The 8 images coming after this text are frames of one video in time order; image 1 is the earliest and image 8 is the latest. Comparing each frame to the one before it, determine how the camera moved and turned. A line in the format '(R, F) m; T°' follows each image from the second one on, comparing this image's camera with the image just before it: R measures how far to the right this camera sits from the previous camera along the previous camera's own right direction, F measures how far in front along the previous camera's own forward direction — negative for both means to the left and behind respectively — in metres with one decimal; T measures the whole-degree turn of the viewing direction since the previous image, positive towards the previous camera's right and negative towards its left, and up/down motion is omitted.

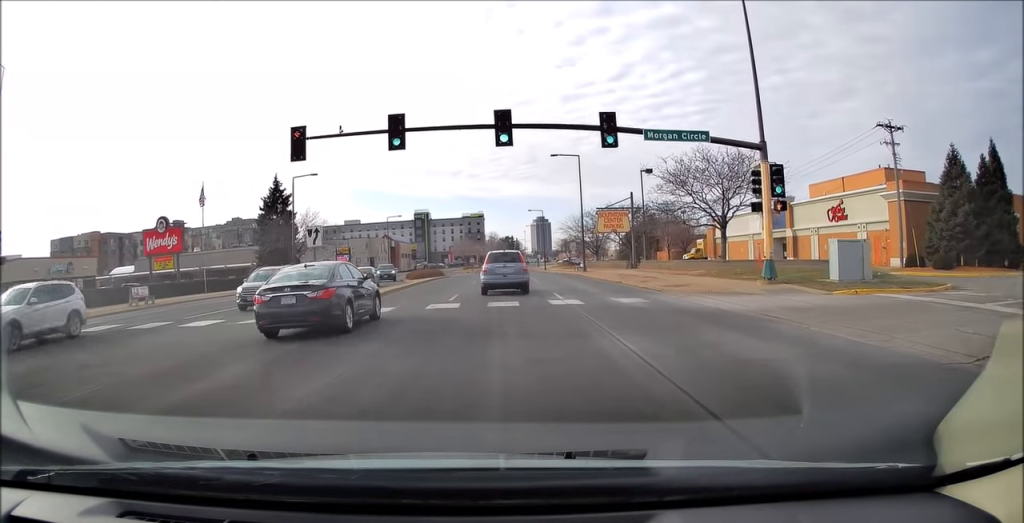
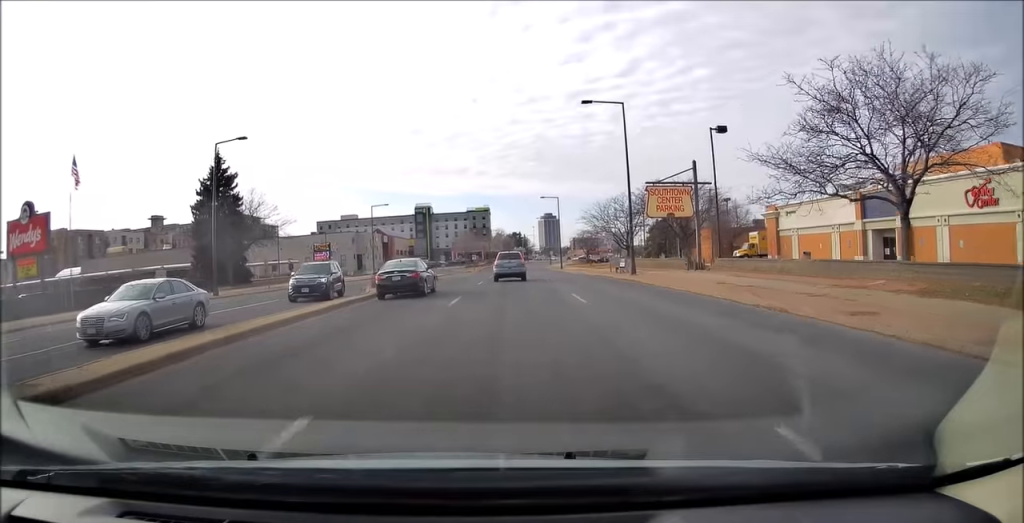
(-0.5, +18.4) m; -4°
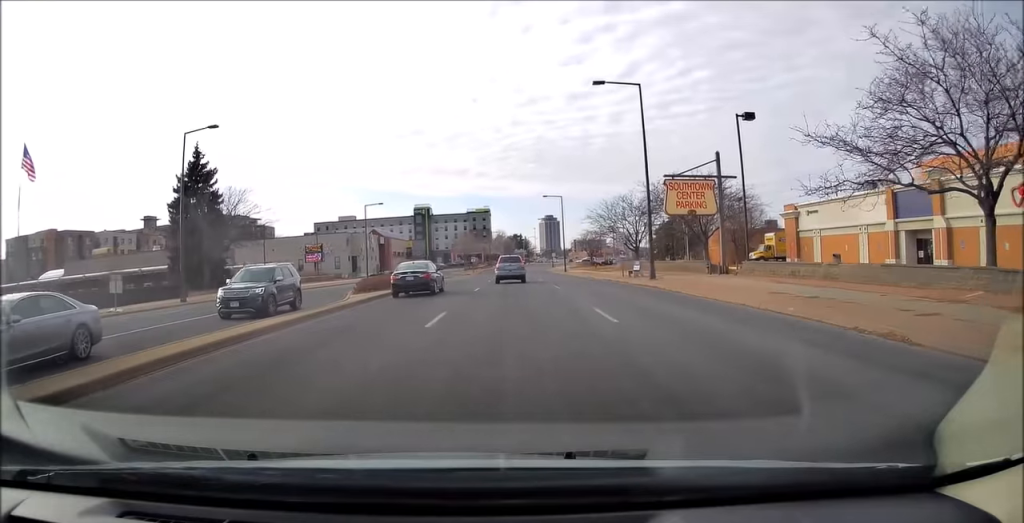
(0.0, +4.7) m; 0°
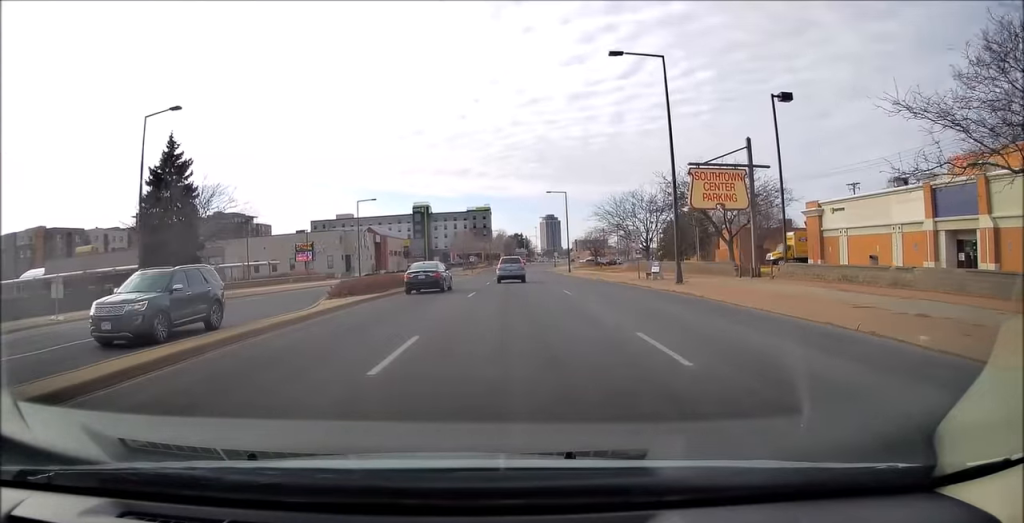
(0.0, +5.1) m; 0°
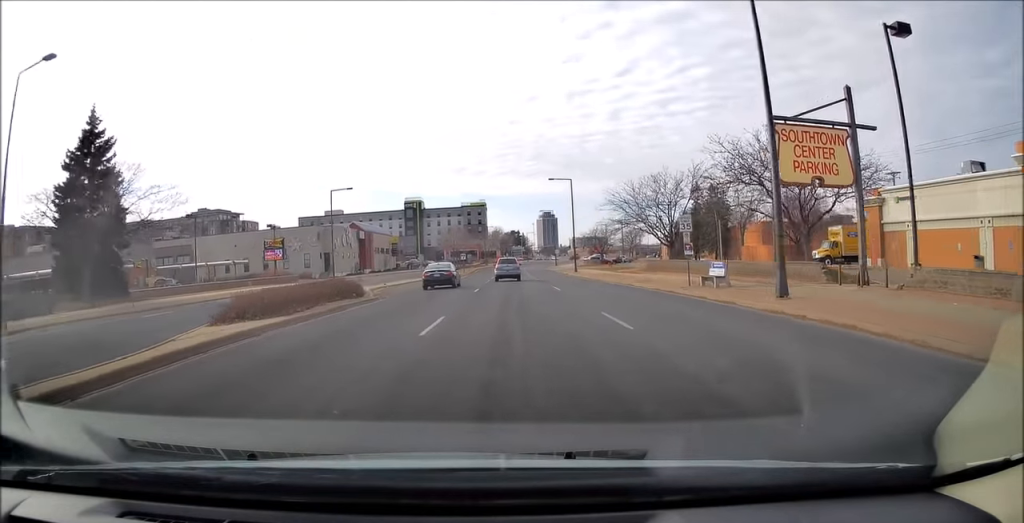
(0.0, +11.3) m; 0°
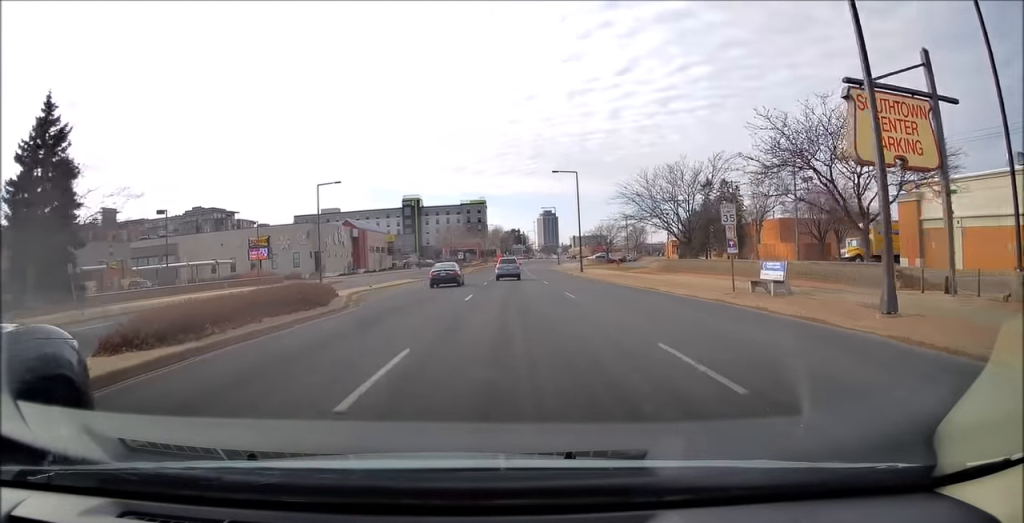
(0.0, +5.4) m; 0°
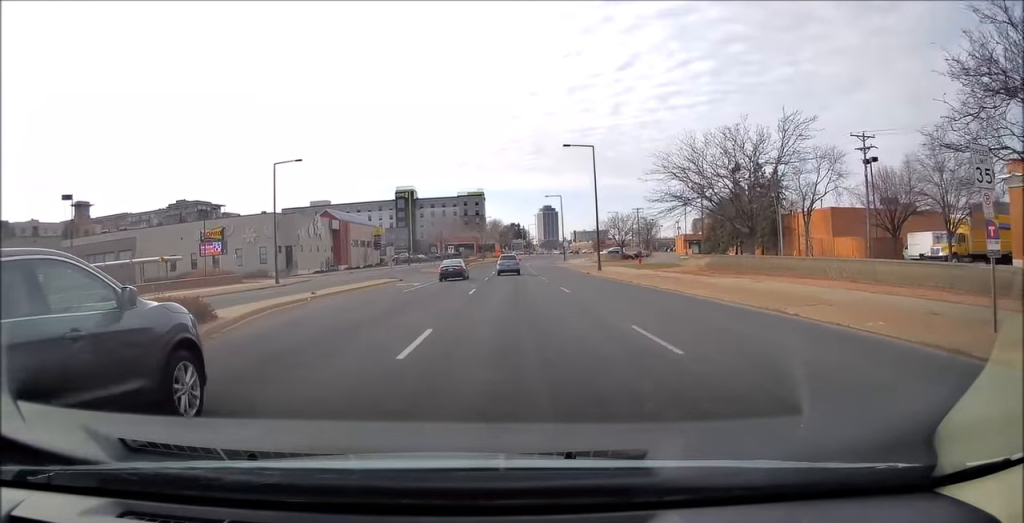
(0.0, +13.1) m; 0°
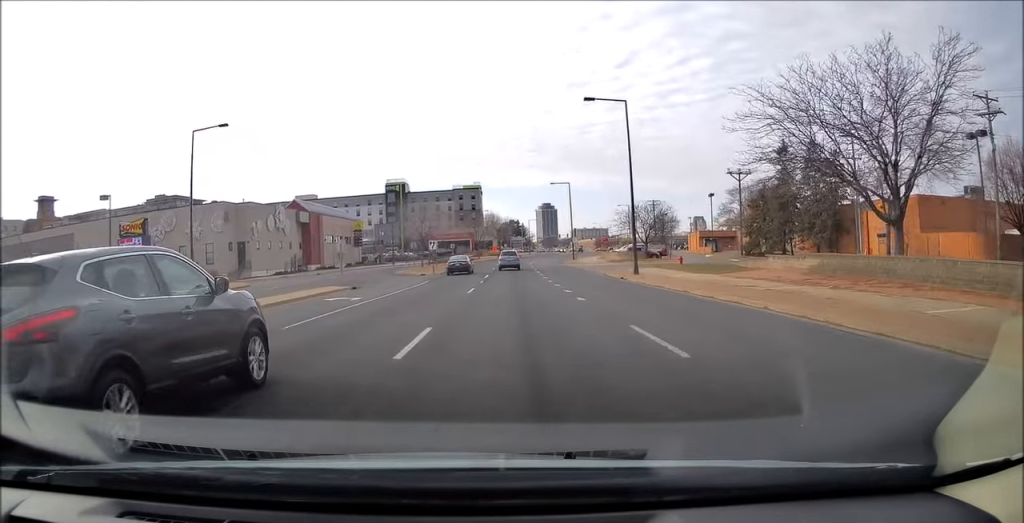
(0.0, +15.3) m; 0°
